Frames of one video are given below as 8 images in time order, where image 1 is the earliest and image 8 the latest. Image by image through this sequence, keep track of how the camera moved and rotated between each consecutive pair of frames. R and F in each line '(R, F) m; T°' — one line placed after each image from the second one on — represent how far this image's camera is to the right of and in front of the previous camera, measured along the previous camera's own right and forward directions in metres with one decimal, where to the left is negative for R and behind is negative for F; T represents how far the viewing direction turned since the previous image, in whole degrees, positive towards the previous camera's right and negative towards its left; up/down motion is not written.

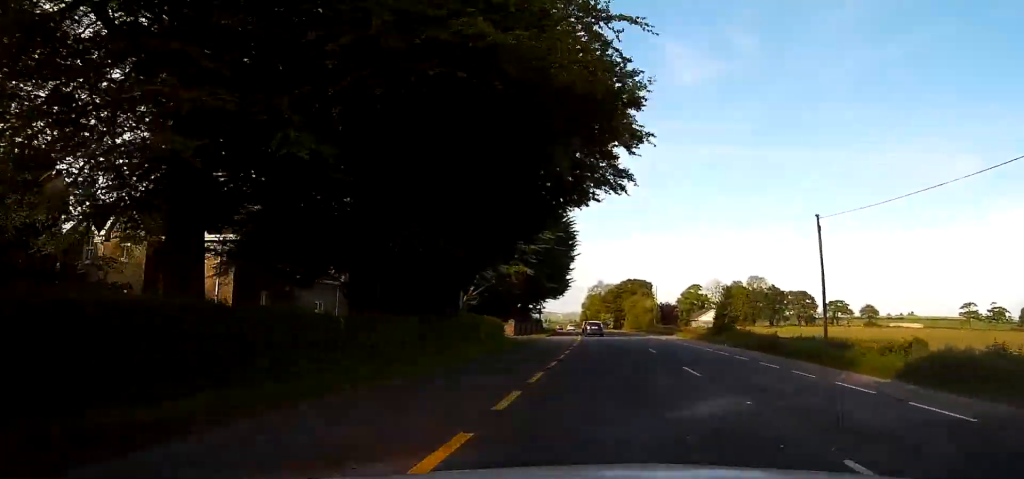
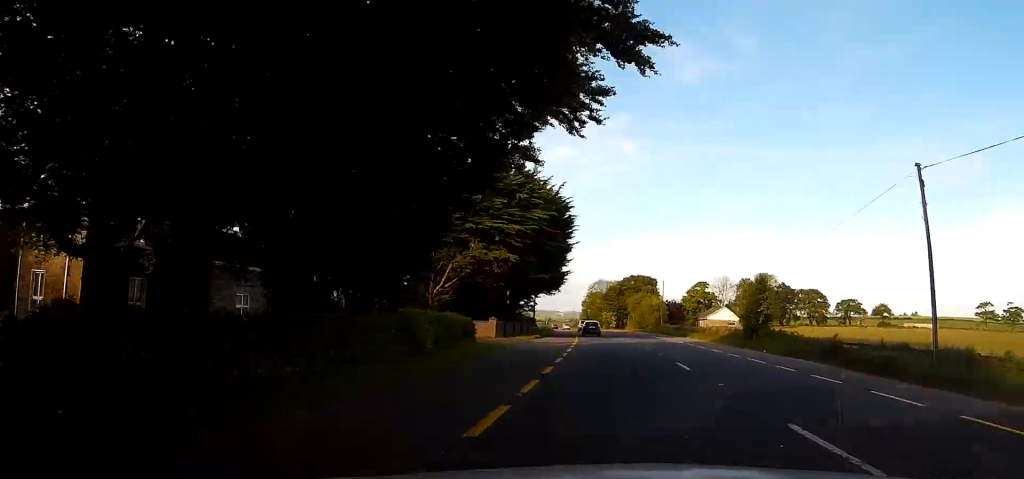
(-0.1, +10.0) m; 0°
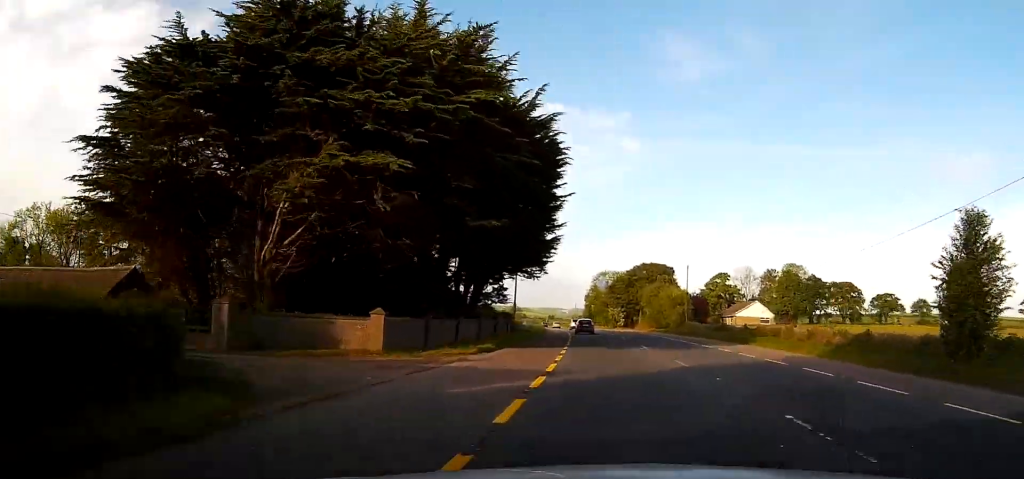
(-0.2, +23.5) m; -1°
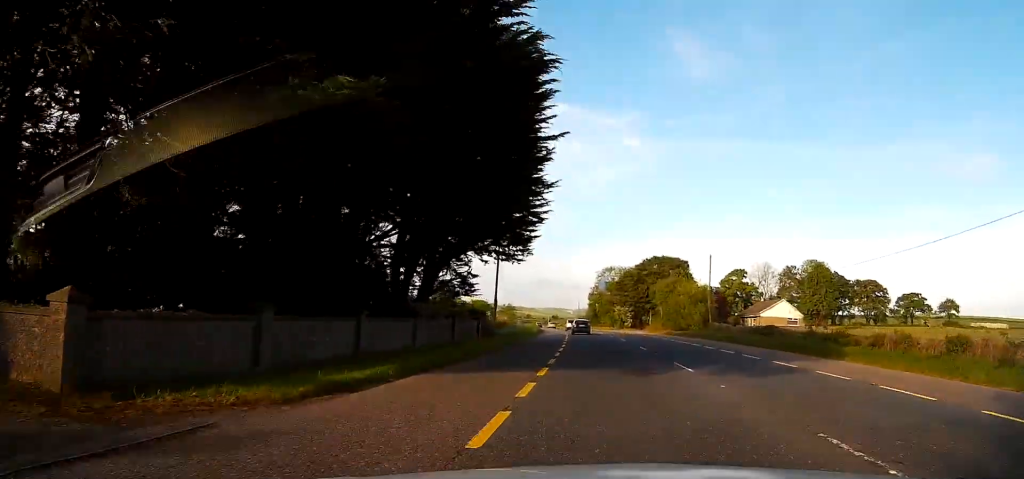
(+0.1, +13.4) m; -1°
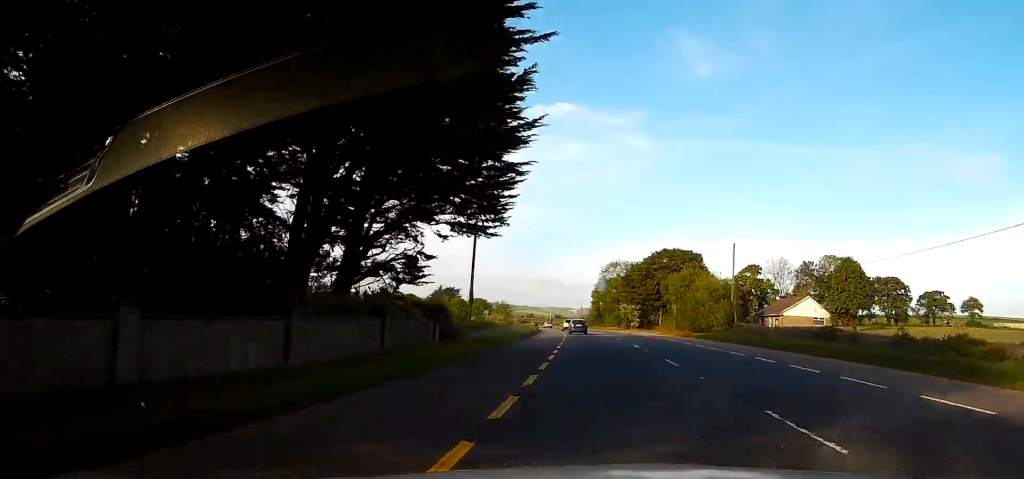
(-0.1, +10.2) m; 0°
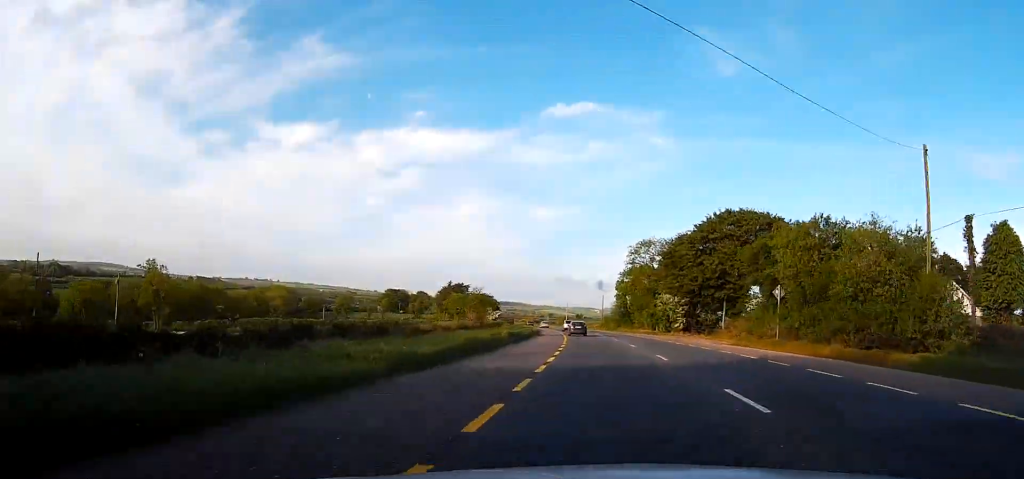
(-0.4, +33.2) m; -2°
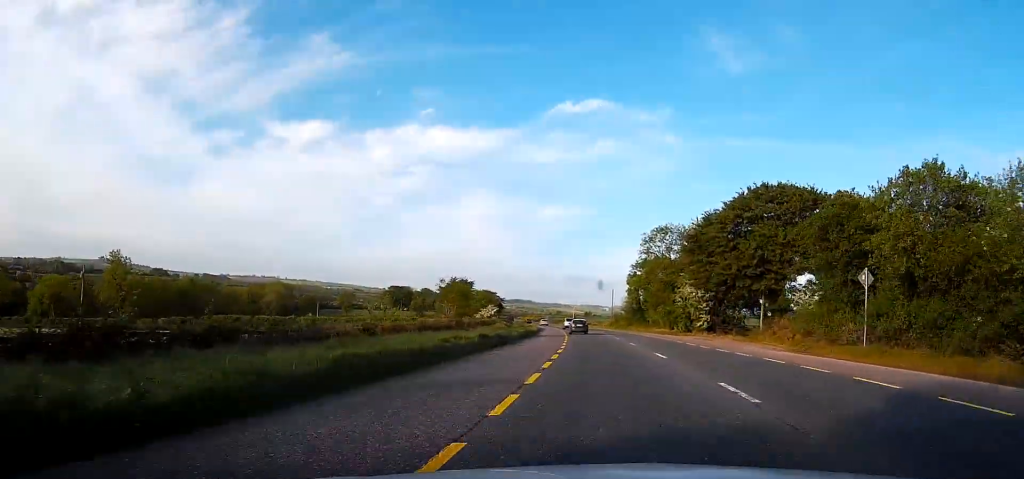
(+0.1, +11.1) m; -1°
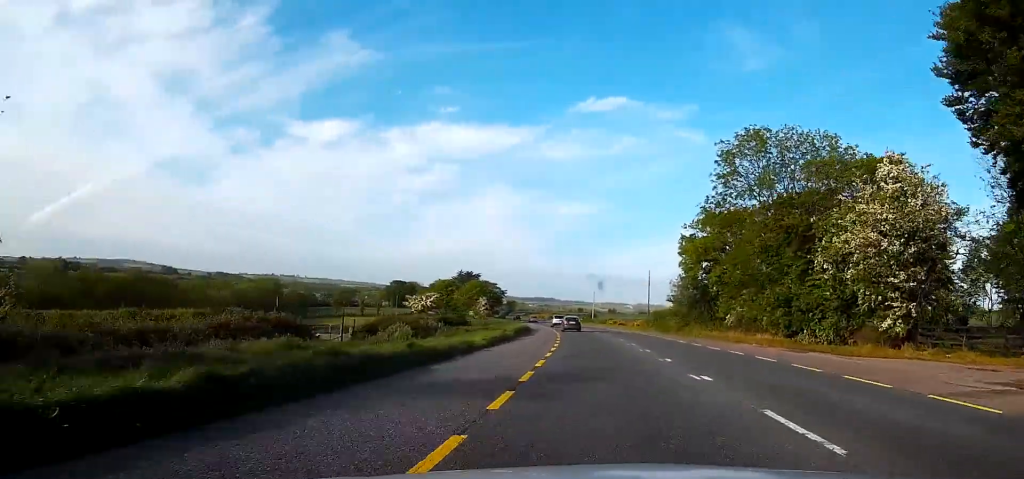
(-1.0, +39.8) m; -2°
